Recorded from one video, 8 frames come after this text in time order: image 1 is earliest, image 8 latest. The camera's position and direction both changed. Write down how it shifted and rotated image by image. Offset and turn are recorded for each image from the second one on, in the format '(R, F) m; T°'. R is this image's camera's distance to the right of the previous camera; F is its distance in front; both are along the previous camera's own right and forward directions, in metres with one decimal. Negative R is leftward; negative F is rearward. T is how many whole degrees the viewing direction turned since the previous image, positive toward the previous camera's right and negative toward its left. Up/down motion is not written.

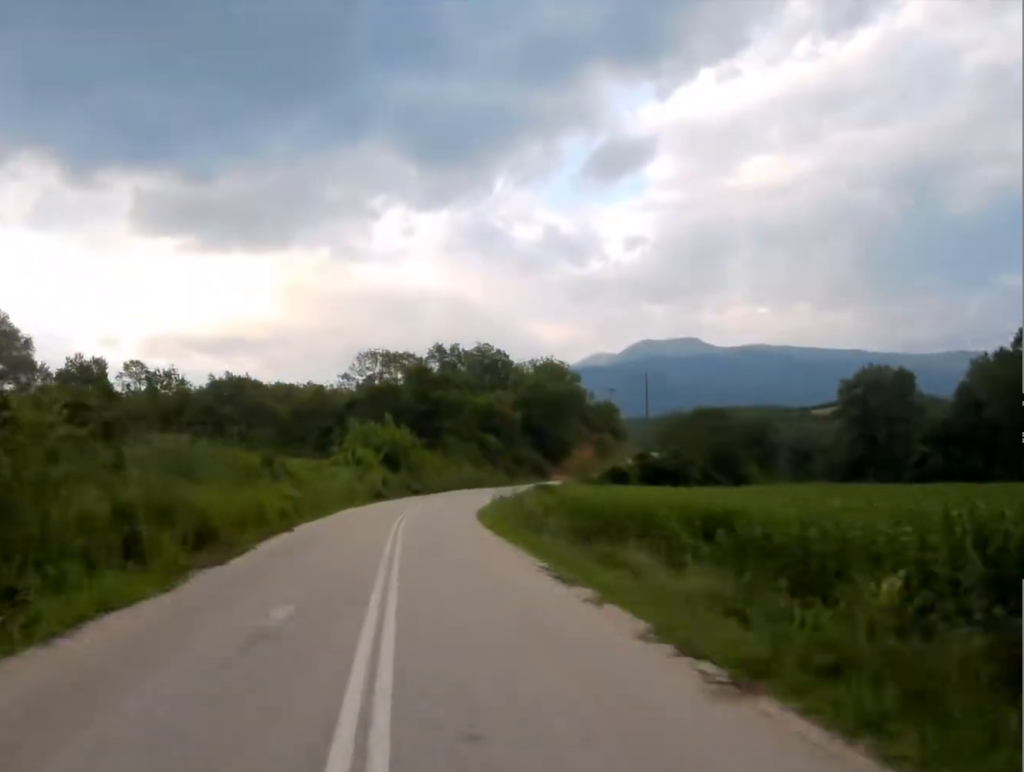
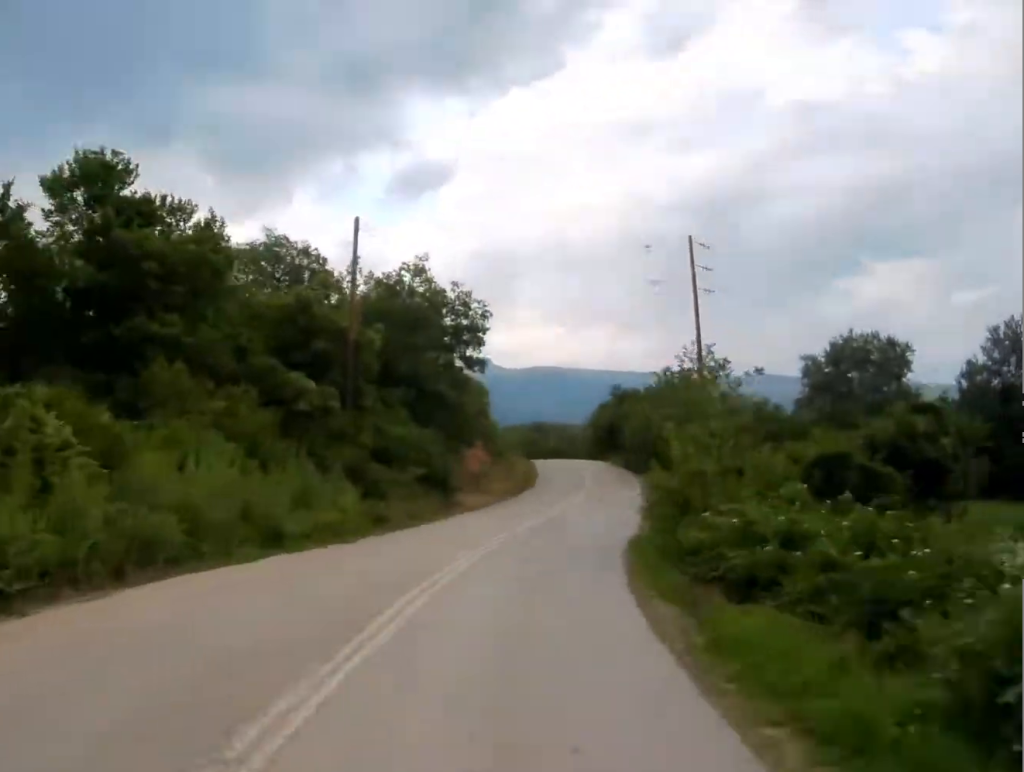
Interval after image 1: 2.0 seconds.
(+3.7, +59.5) m; +13°
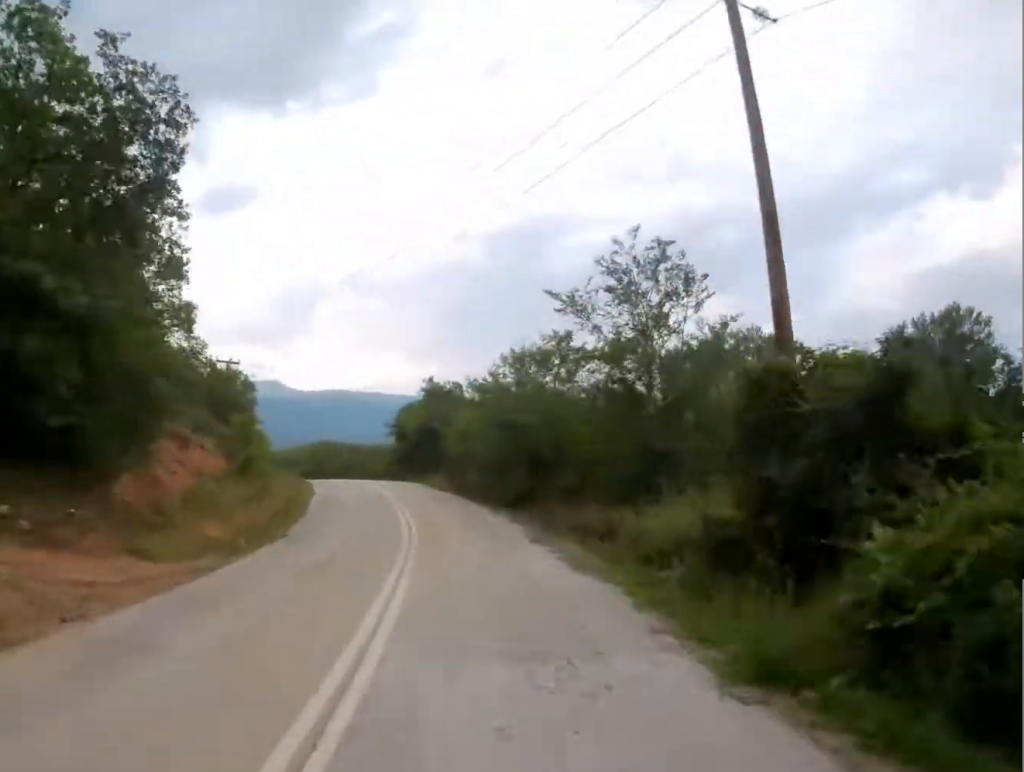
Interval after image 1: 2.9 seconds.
(+2.7, +25.5) m; +9°
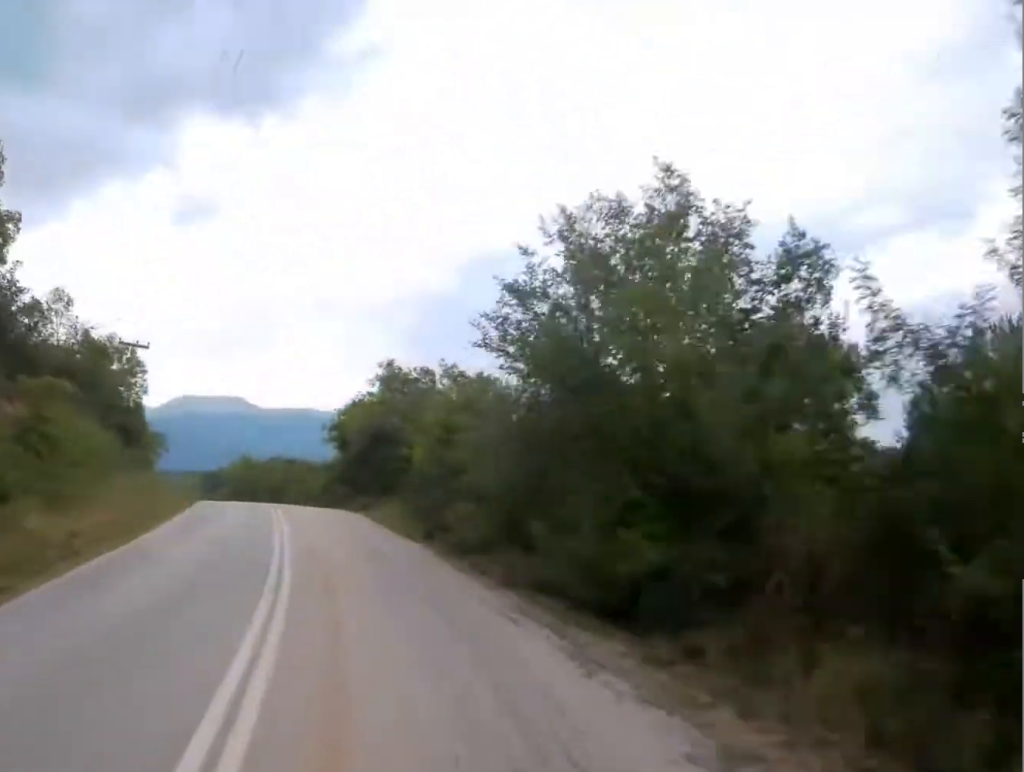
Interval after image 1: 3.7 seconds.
(+1.2, +19.9) m; +3°
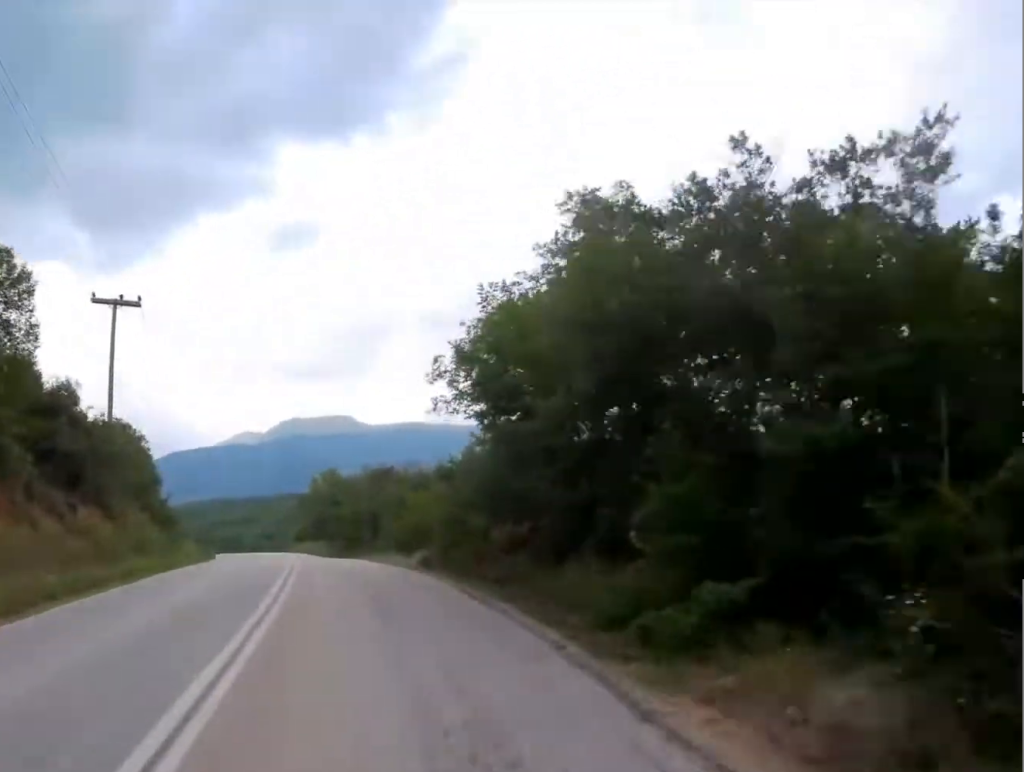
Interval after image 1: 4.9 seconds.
(-0.5, +29.5) m; -4°
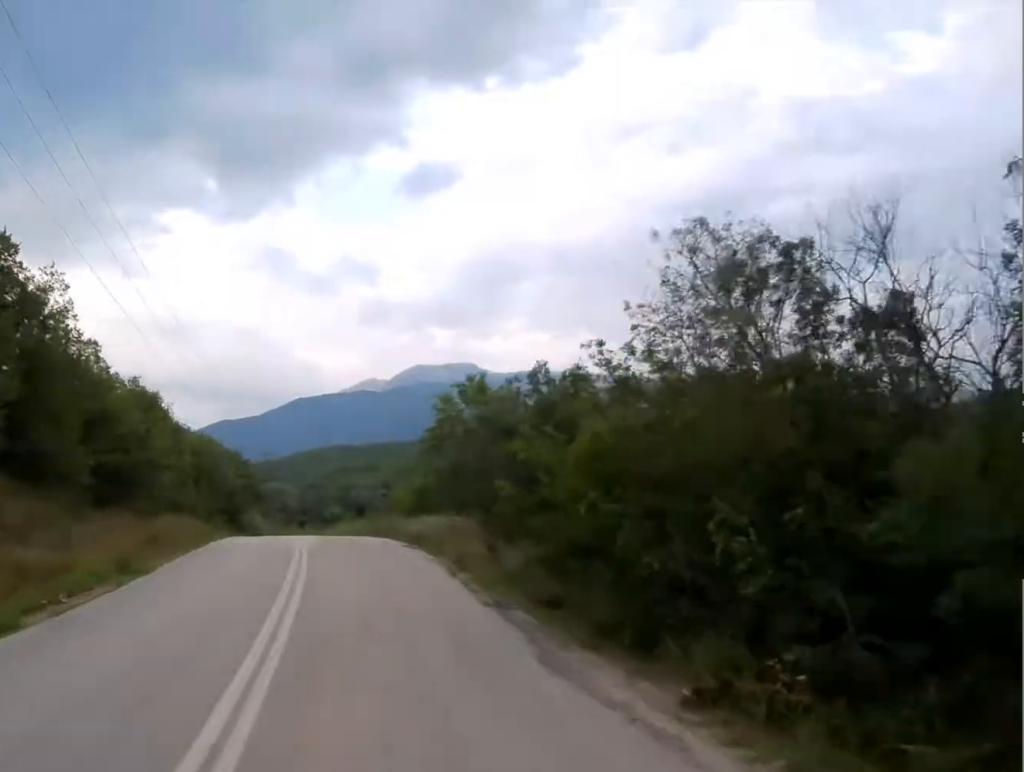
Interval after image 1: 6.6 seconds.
(-2.0, +36.0) m; -6°
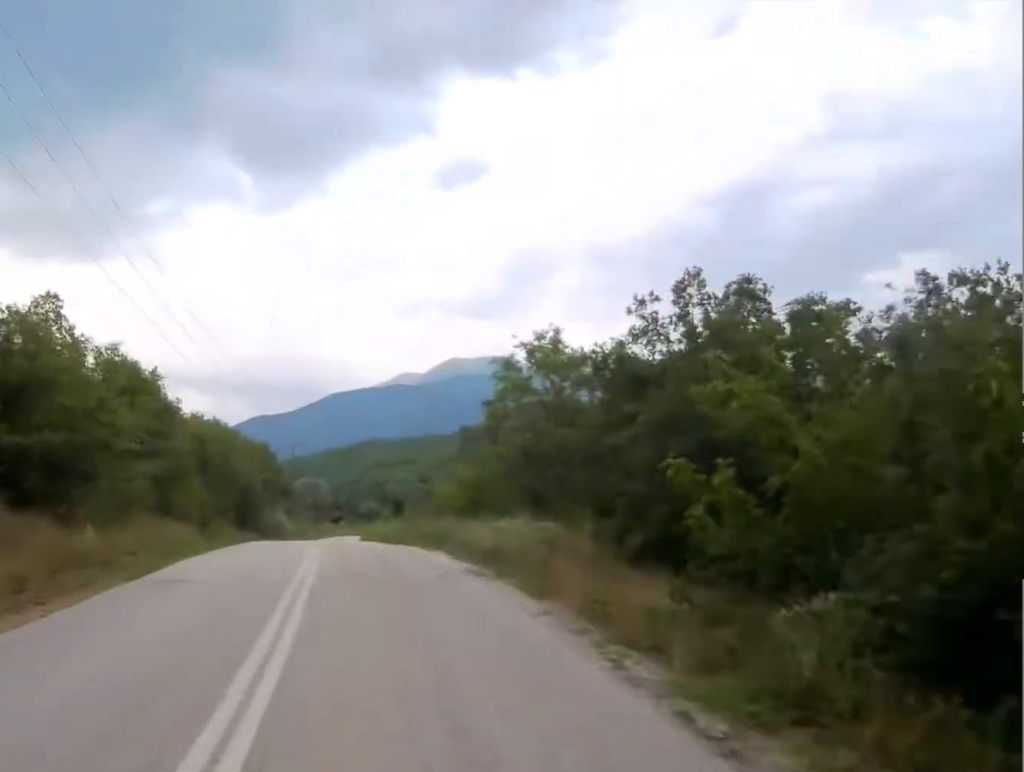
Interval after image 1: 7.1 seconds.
(0.0, +10.4) m; -2°
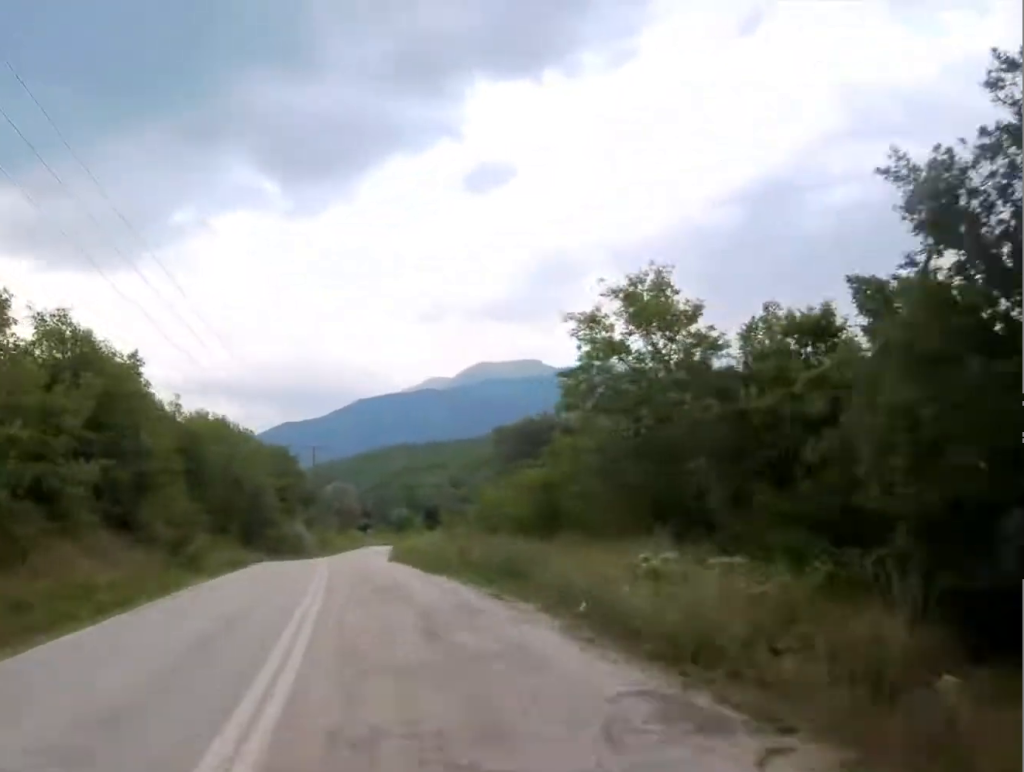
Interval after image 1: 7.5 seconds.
(-0.2, +9.7) m; -2°
